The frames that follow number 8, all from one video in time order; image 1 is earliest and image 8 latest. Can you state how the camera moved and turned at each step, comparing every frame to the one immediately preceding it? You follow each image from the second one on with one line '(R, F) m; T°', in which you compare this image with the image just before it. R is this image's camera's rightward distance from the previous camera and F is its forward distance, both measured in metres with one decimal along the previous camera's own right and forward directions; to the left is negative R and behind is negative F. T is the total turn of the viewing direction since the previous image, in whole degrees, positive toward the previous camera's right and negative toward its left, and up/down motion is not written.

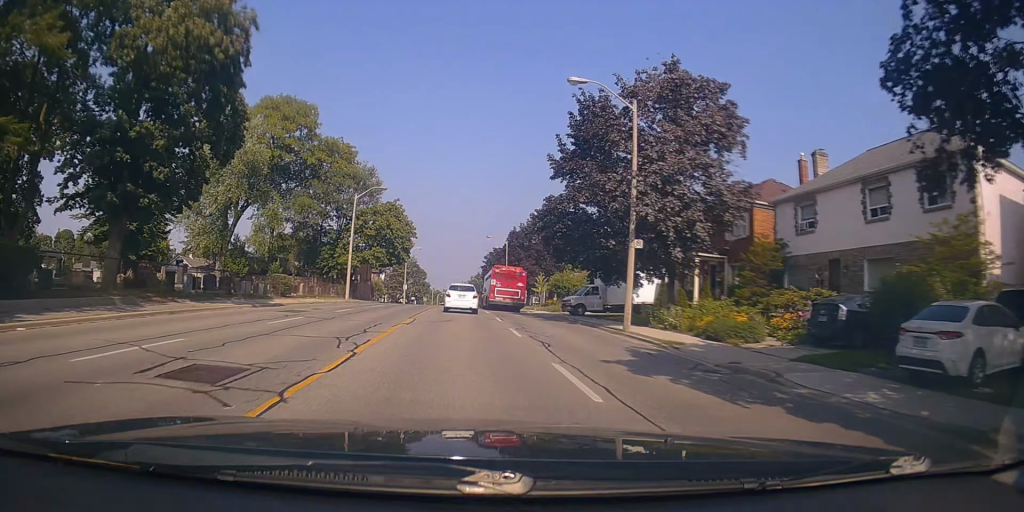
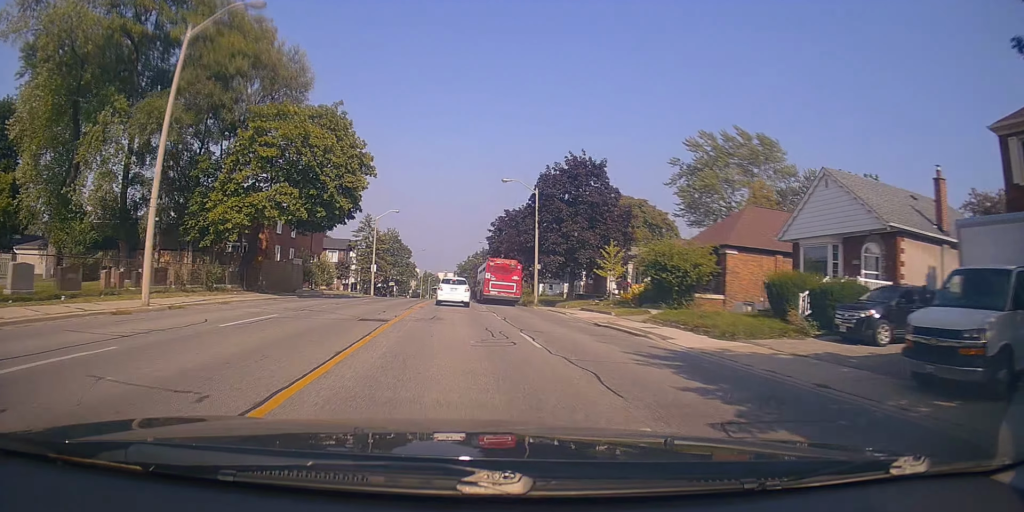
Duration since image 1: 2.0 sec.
(+0.9, +30.2) m; +3°
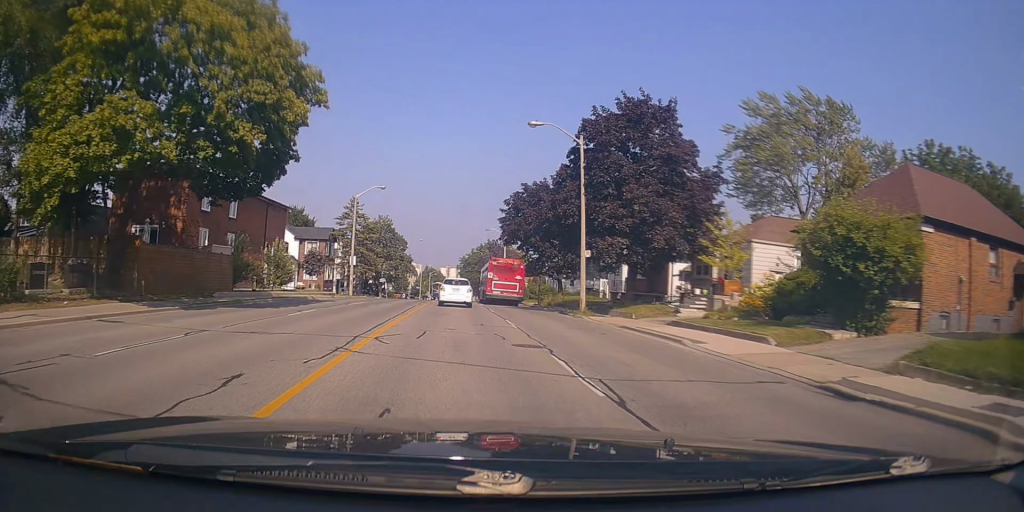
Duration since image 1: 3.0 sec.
(0.0, +14.3) m; 0°
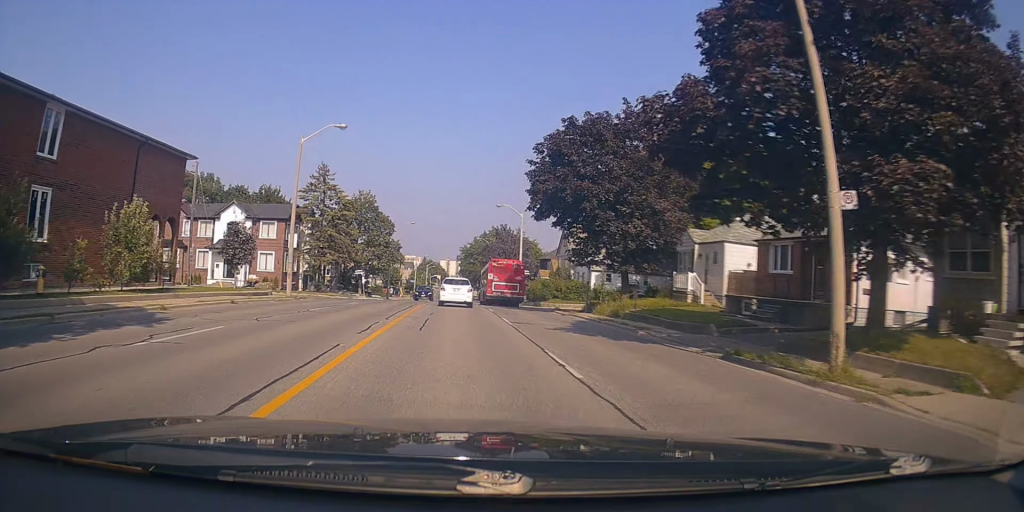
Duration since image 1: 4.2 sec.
(0.0, +18.6) m; -1°
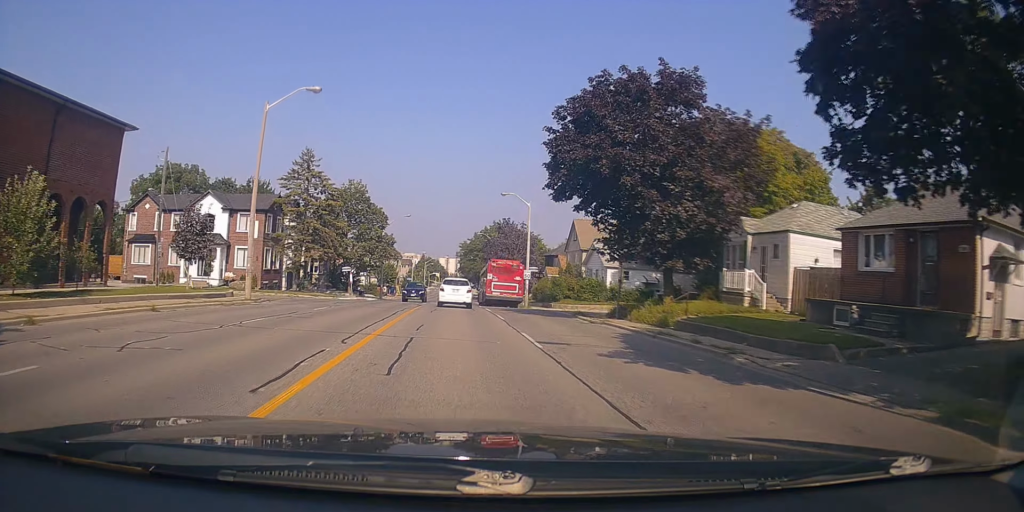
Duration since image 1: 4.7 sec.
(+0.1, +6.3) m; 0°
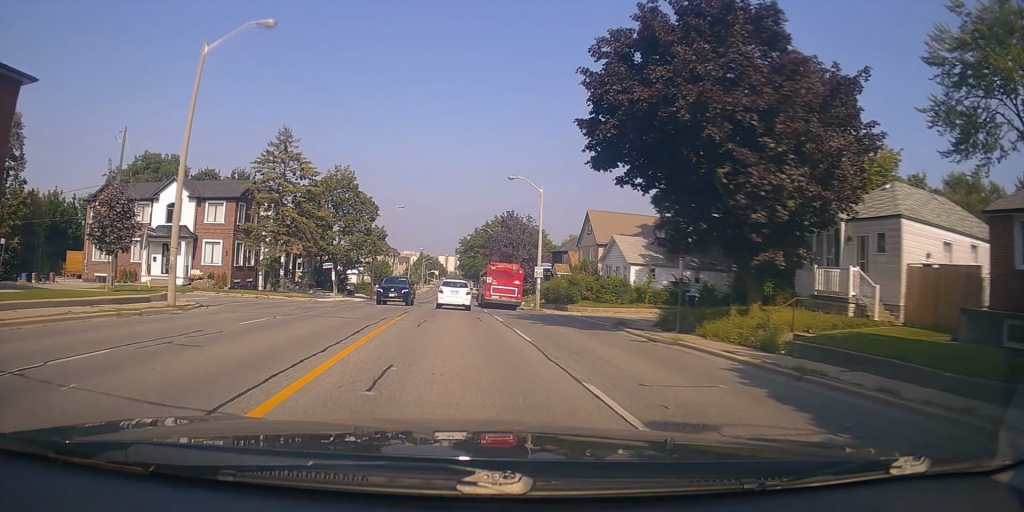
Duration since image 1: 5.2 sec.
(-0.3, +7.3) m; 0°
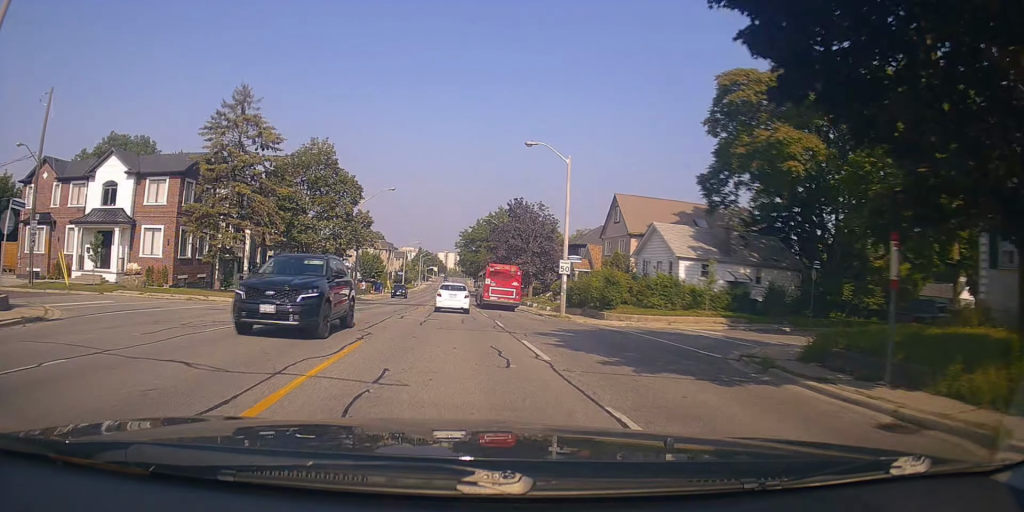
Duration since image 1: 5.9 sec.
(0.0, +10.1) m; 0°
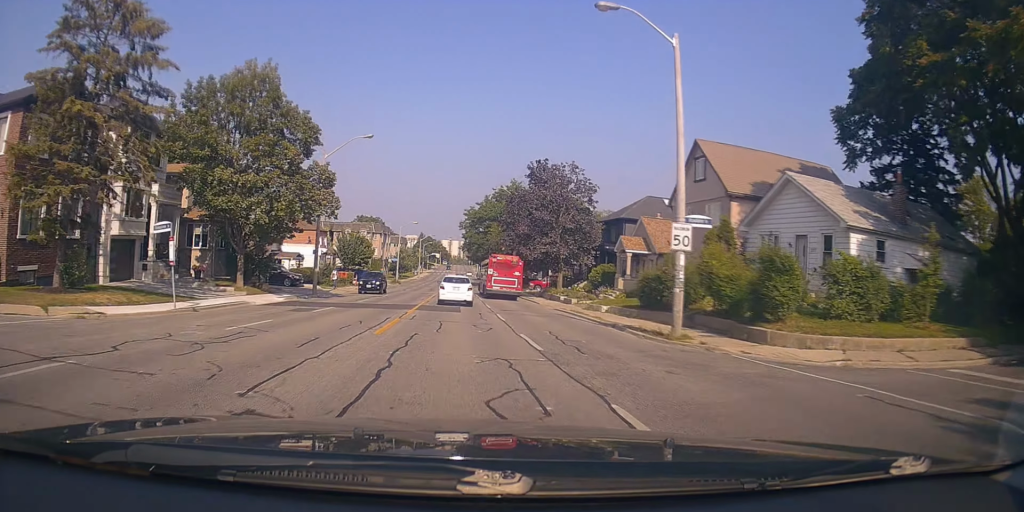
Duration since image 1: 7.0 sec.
(+0.1, +16.3) m; -1°
